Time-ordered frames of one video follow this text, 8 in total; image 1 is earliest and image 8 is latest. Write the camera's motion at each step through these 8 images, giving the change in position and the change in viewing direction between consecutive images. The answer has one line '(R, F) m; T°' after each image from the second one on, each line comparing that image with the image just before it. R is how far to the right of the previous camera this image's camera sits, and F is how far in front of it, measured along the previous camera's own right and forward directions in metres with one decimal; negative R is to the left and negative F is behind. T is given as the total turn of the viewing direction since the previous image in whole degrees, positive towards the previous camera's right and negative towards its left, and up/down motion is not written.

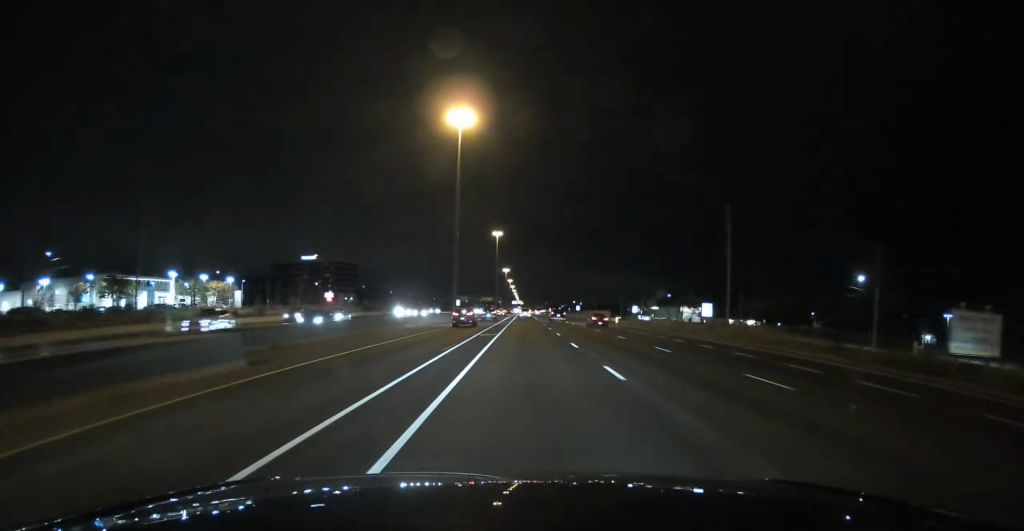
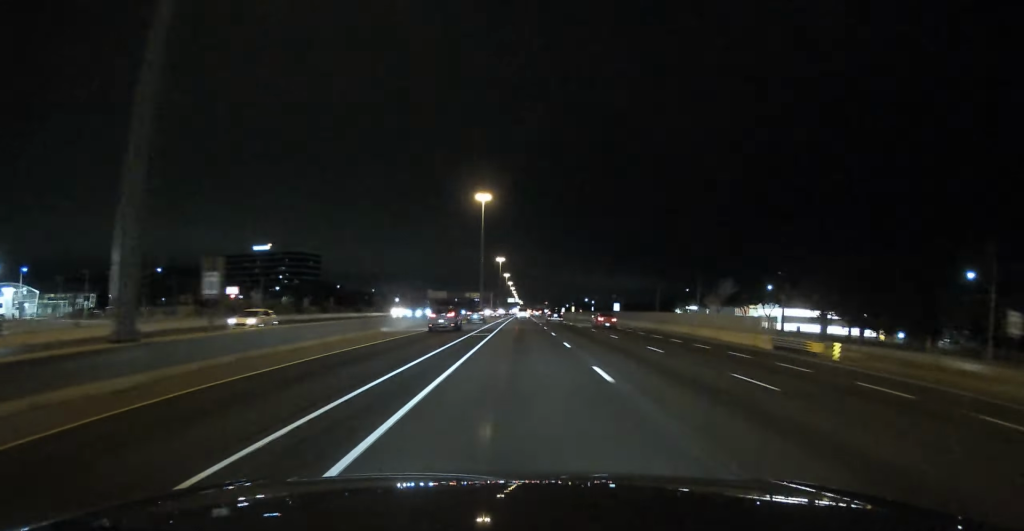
(0.0, +81.8) m; 0°
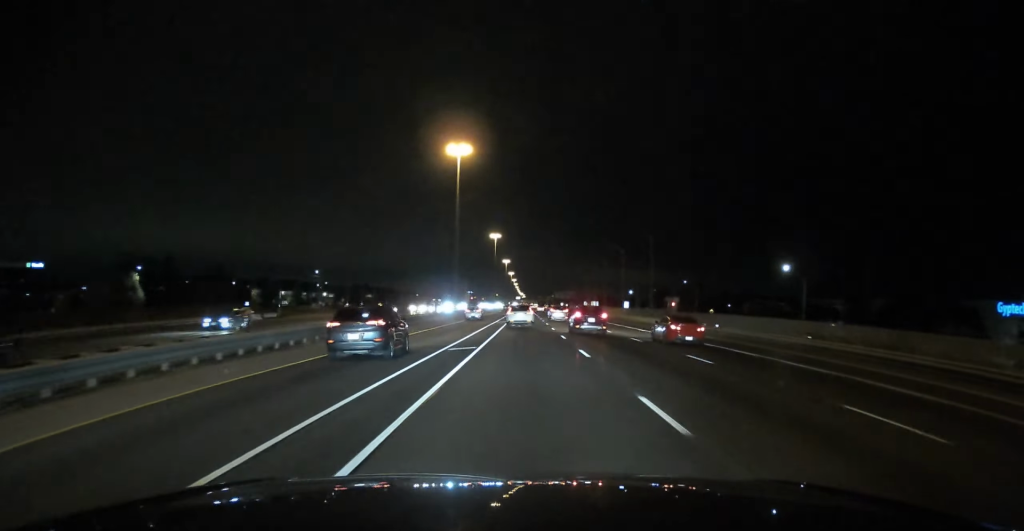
(0.0, +329.1) m; 0°
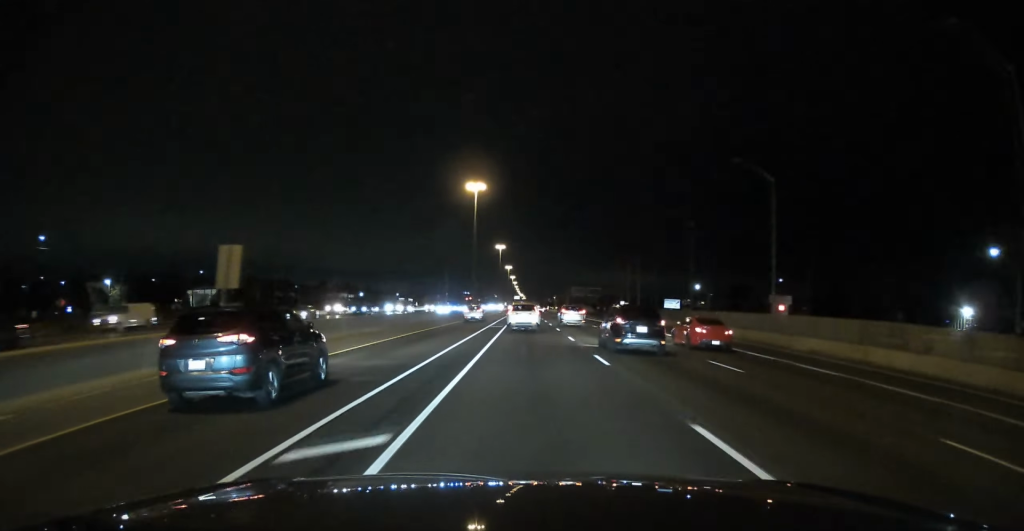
(+0.1, +97.9) m; 0°
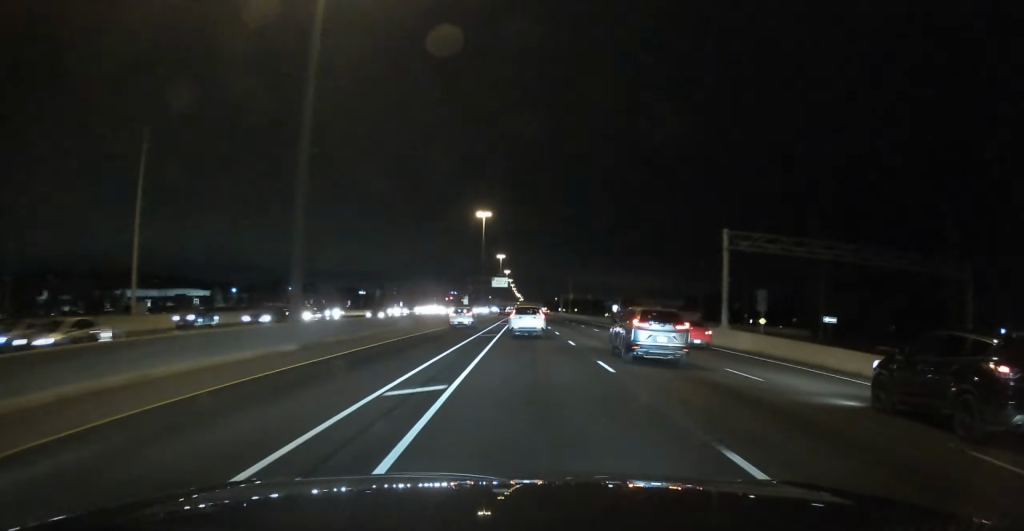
(0.0, +248.5) m; 0°
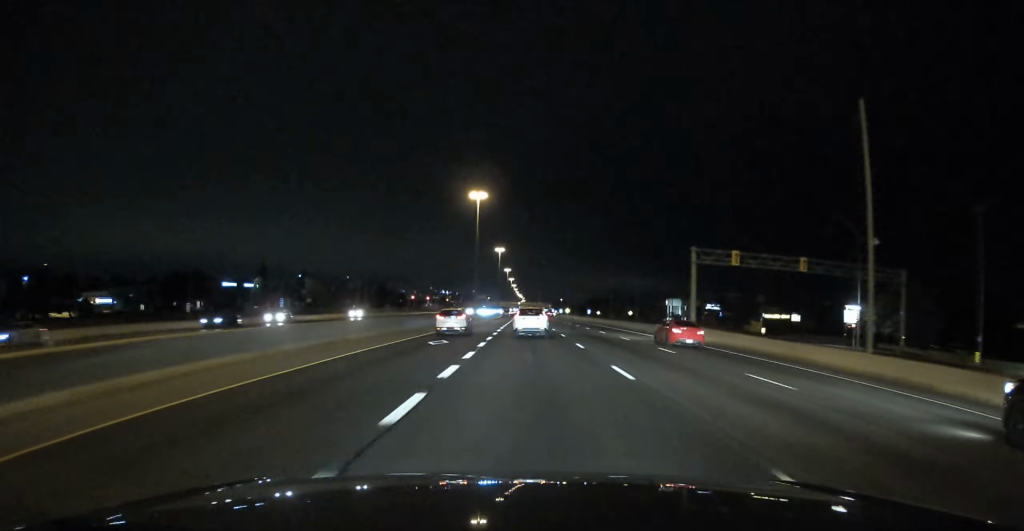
(0.0, +172.6) m; 0°
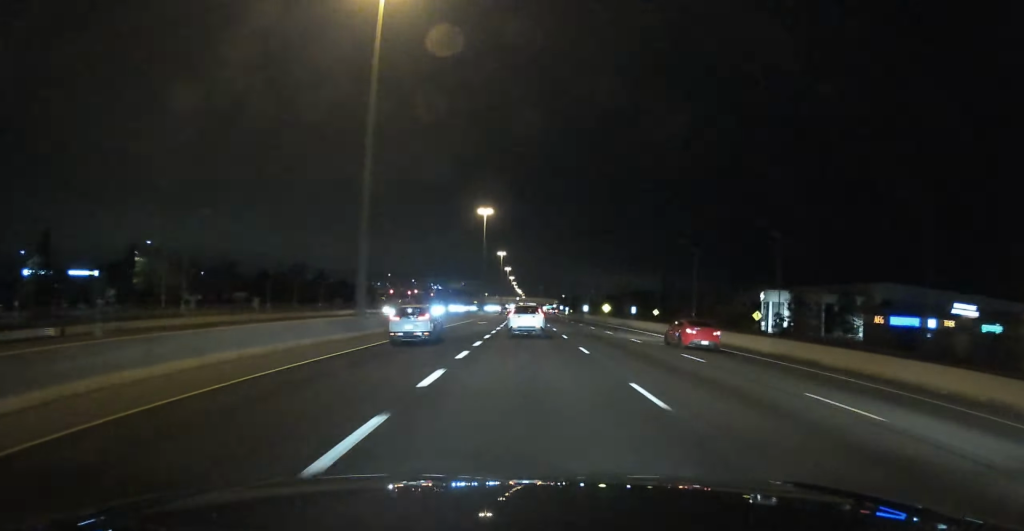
(+0.1, +95.8) m; 0°
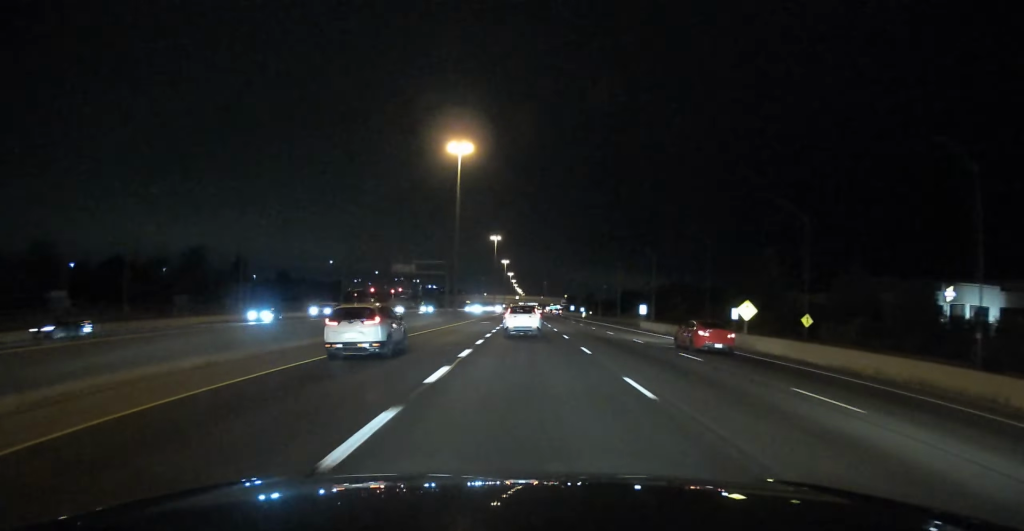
(0.0, +66.5) m; 0°
